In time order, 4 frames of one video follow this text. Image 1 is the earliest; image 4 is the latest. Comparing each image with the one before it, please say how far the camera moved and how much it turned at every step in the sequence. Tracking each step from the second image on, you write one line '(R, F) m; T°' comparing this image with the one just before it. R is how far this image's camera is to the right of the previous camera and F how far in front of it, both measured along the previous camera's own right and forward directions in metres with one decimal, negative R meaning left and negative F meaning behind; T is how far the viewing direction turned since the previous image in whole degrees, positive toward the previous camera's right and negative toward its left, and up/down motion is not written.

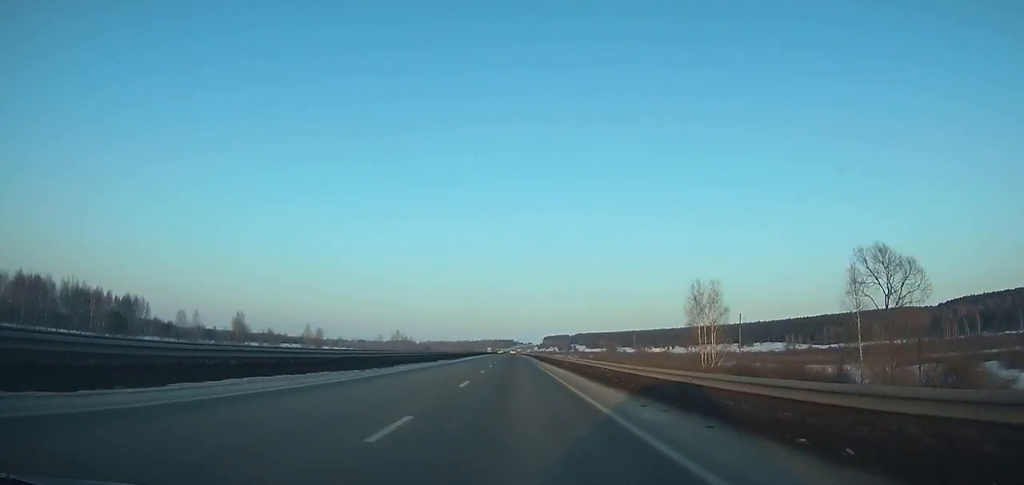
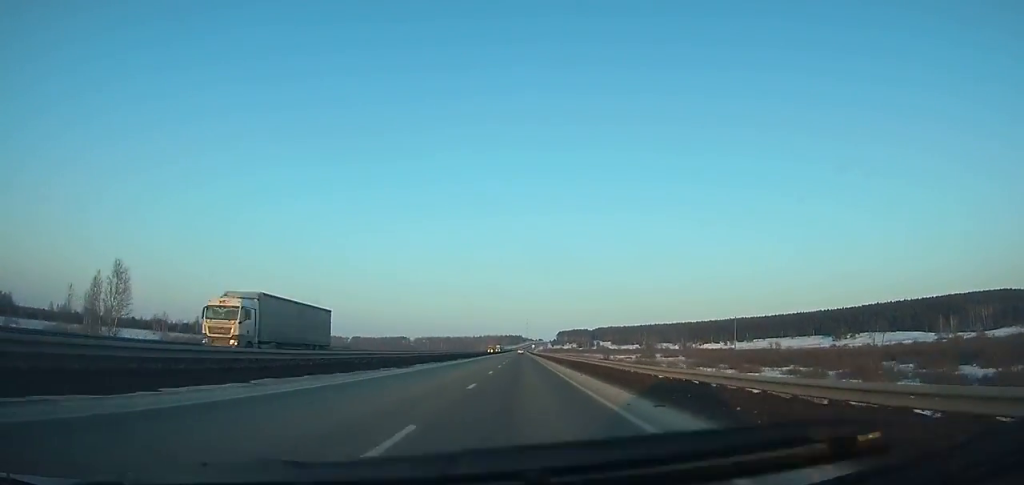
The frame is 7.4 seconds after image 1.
(-1.6, +218.3) m; 0°
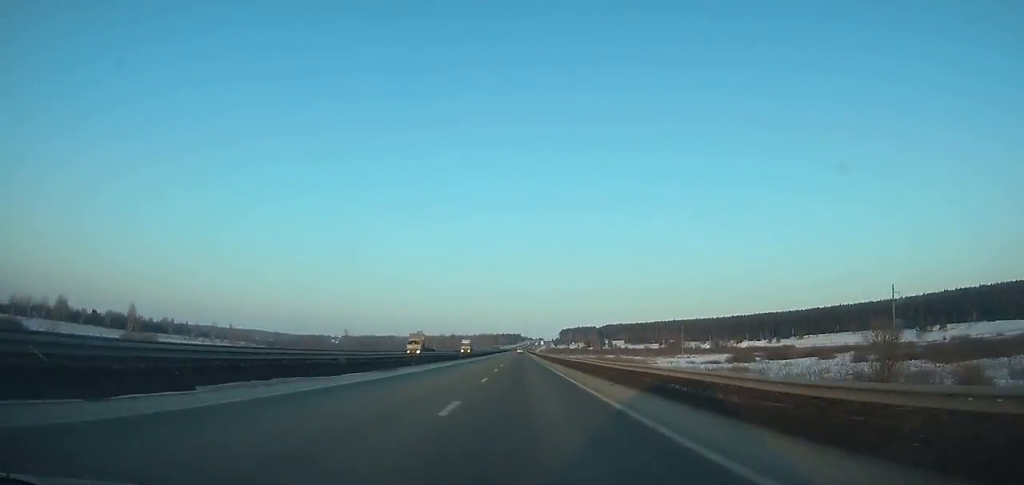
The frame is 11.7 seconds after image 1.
(+0.2, +129.0) m; 0°
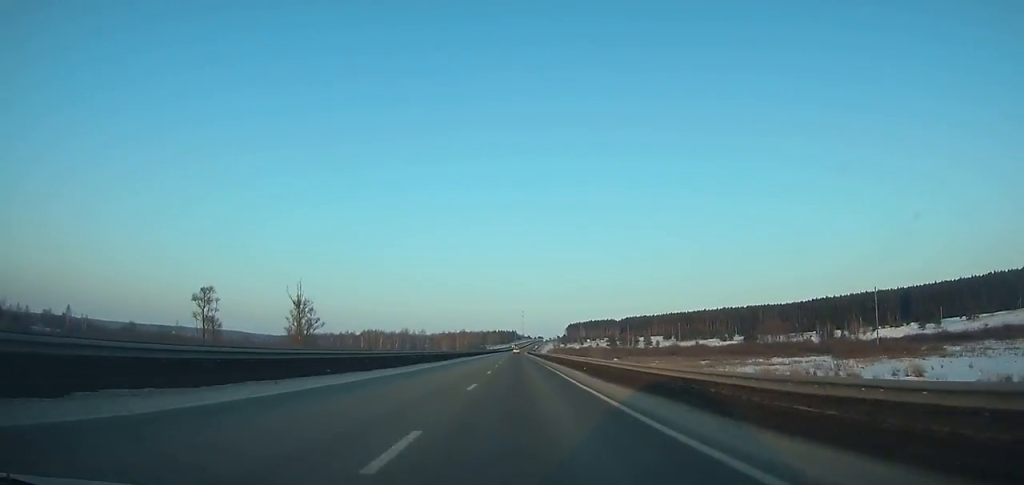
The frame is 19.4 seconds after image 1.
(-0.5, +232.8) m; 0°
